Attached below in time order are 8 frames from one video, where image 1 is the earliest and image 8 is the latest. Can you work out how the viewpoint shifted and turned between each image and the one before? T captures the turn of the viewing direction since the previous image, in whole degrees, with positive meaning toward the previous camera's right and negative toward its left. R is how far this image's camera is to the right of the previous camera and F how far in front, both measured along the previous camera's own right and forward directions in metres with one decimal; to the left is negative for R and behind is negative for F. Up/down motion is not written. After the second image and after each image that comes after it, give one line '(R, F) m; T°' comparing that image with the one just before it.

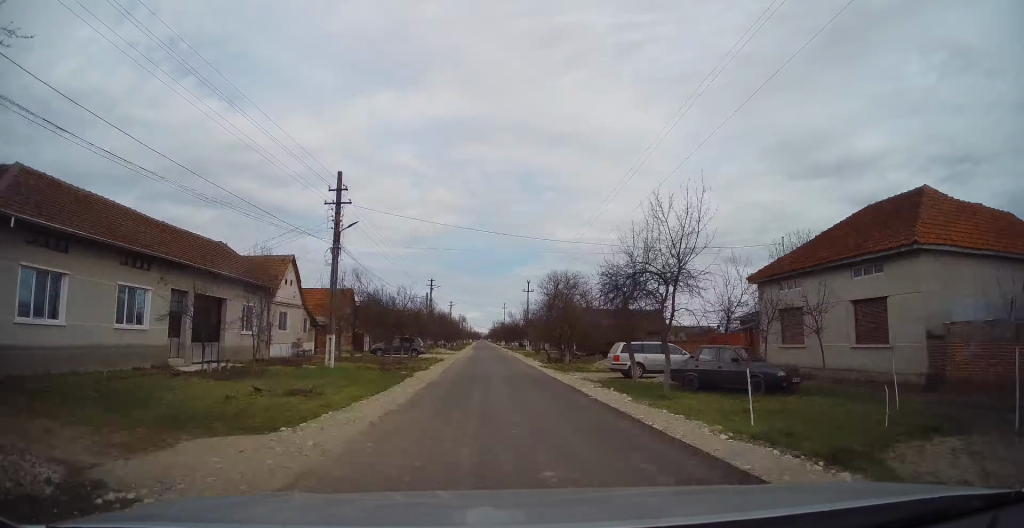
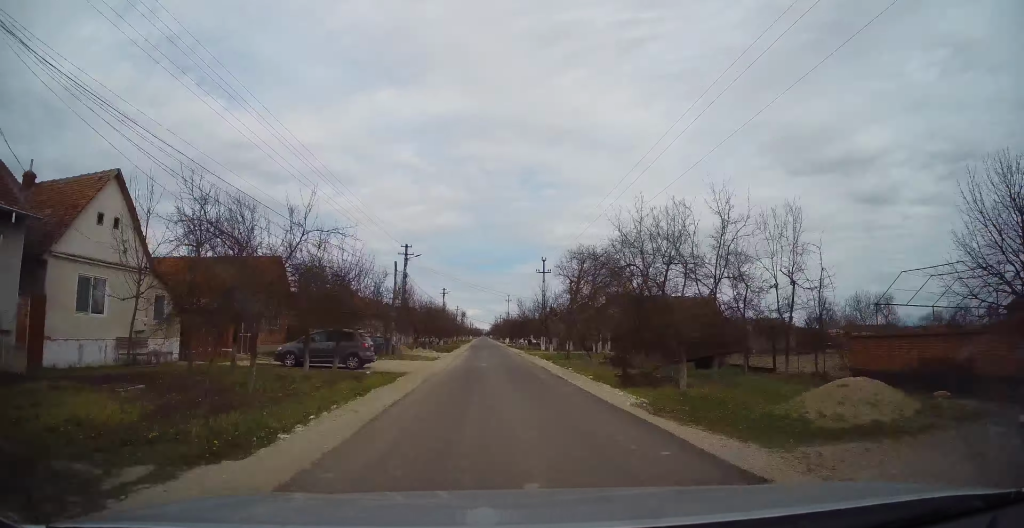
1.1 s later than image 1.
(+0.2, +19.2) m; 0°
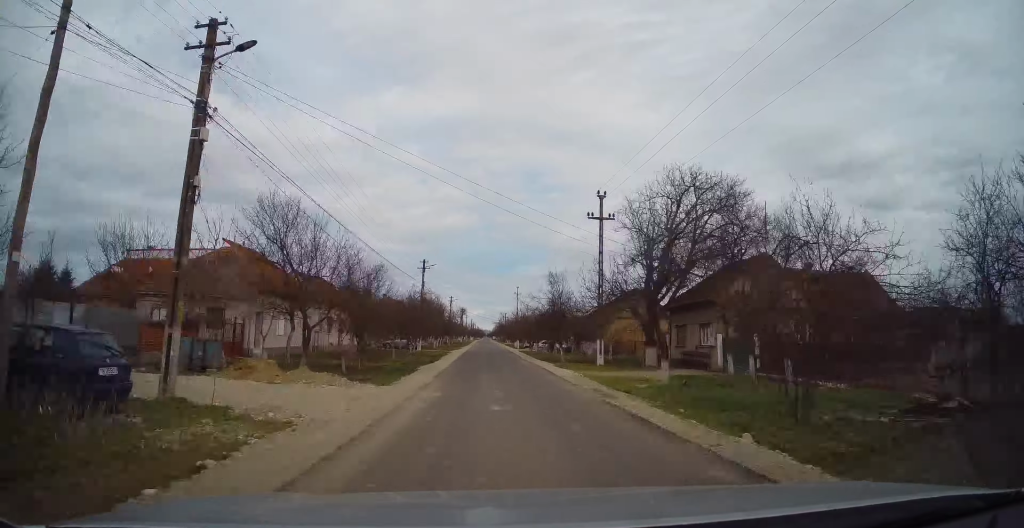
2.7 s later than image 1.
(-0.2, +28.1) m; 0°
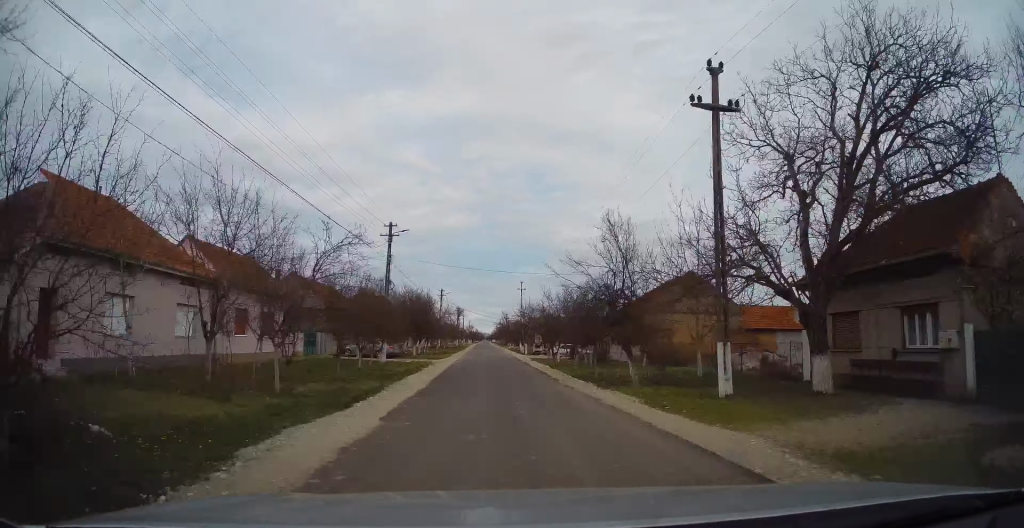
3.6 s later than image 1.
(+0.3, +16.4) m; 0°
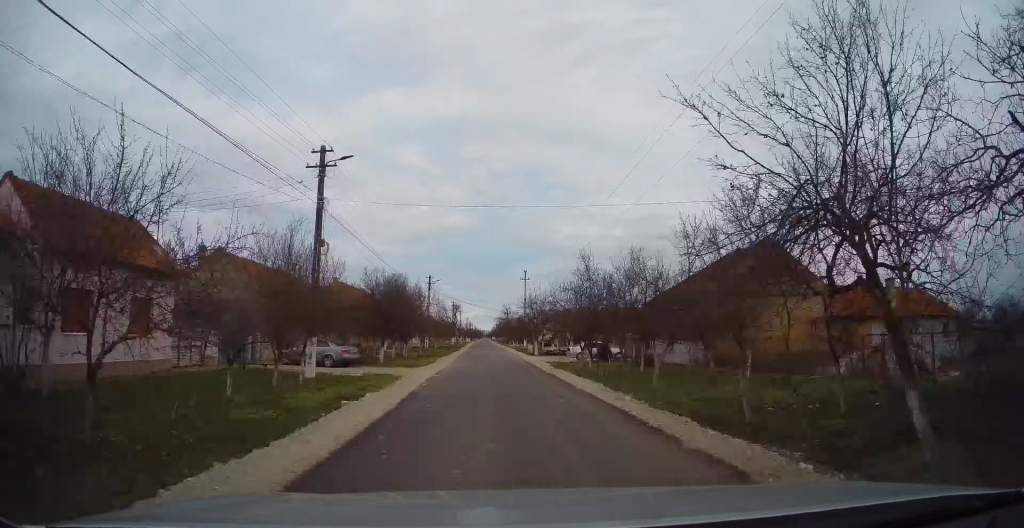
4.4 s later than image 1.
(-0.3, +12.9) m; 0°
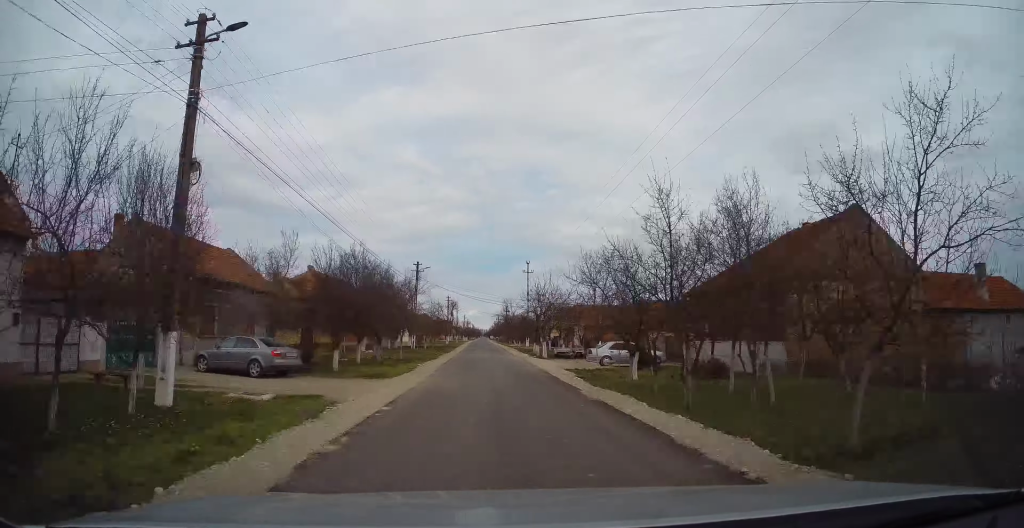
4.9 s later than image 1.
(+0.2, +8.7) m; +1°
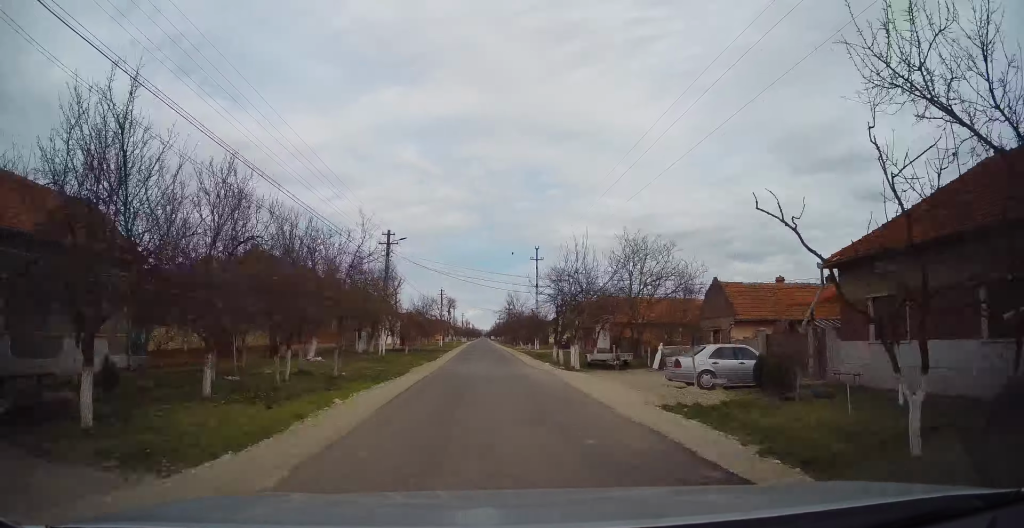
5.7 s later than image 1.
(+0.2, +13.9) m; 0°
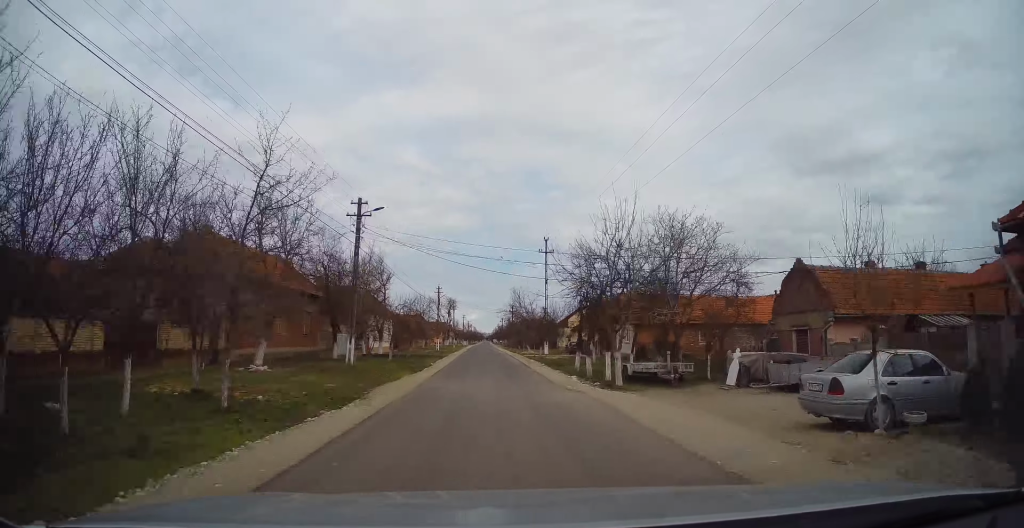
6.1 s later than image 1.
(+0.1, +8.0) m; -1°
